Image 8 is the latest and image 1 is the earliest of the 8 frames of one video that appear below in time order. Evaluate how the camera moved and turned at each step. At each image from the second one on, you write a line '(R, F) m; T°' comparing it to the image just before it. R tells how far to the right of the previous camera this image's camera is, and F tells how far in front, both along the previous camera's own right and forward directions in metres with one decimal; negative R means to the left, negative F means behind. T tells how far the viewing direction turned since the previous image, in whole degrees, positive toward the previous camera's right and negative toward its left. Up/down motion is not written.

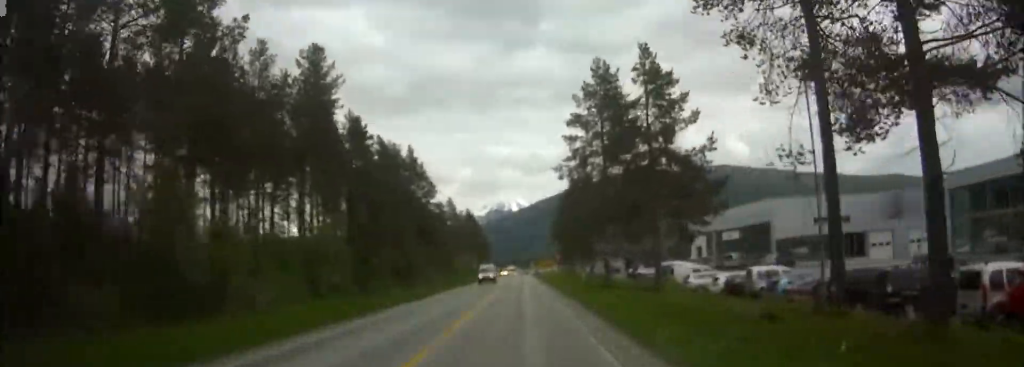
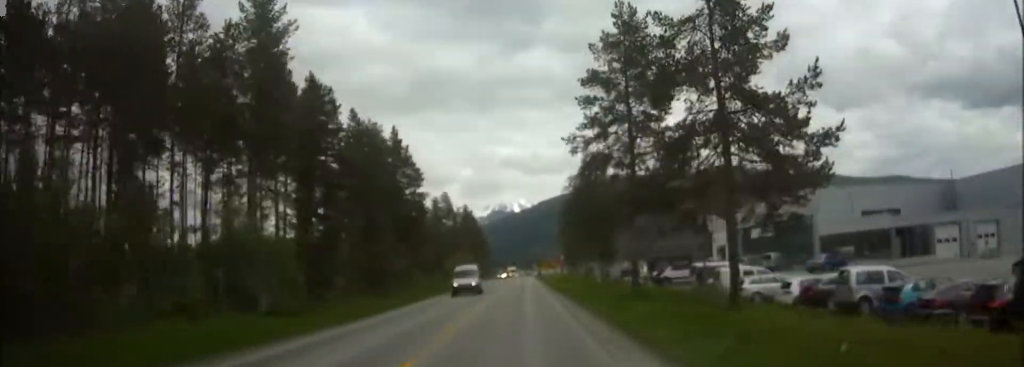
(0.0, +11.5) m; 0°
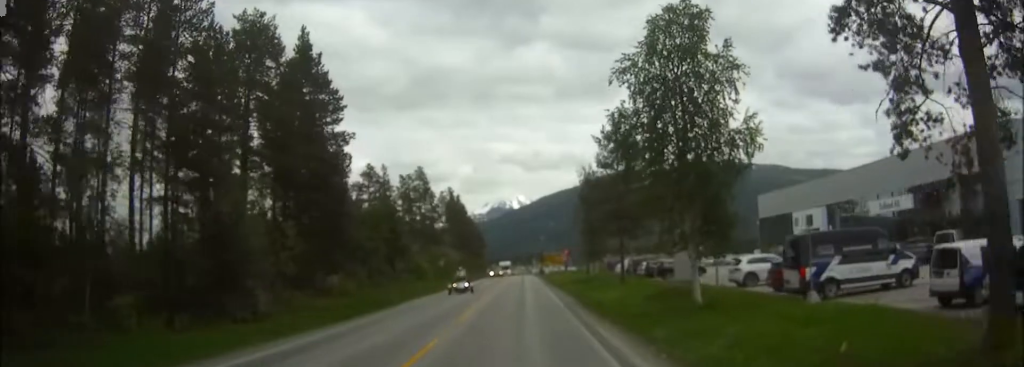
(-0.2, +32.0) m; 0°
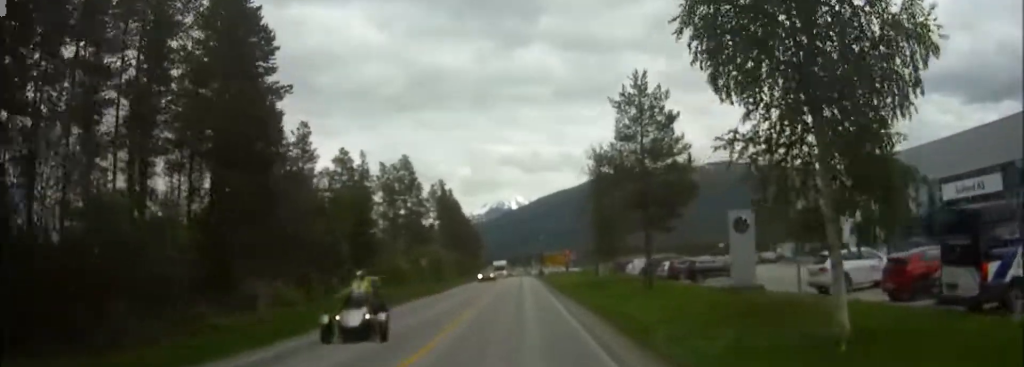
(+0.1, +11.5) m; 0°
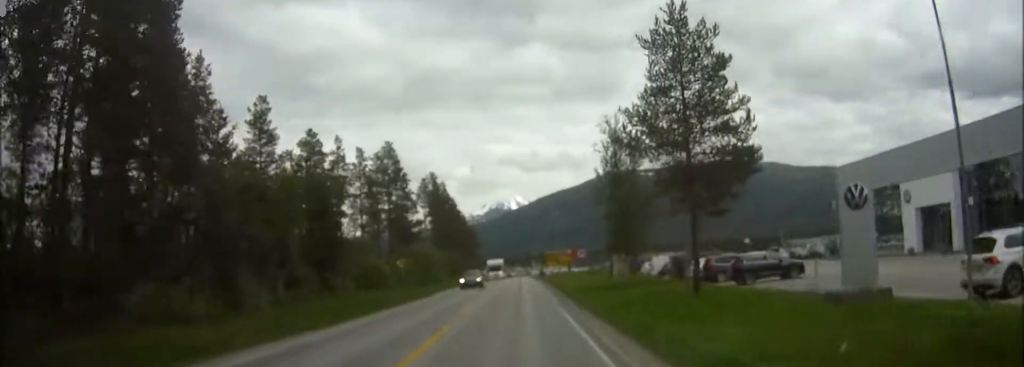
(0.0, +10.9) m; 0°
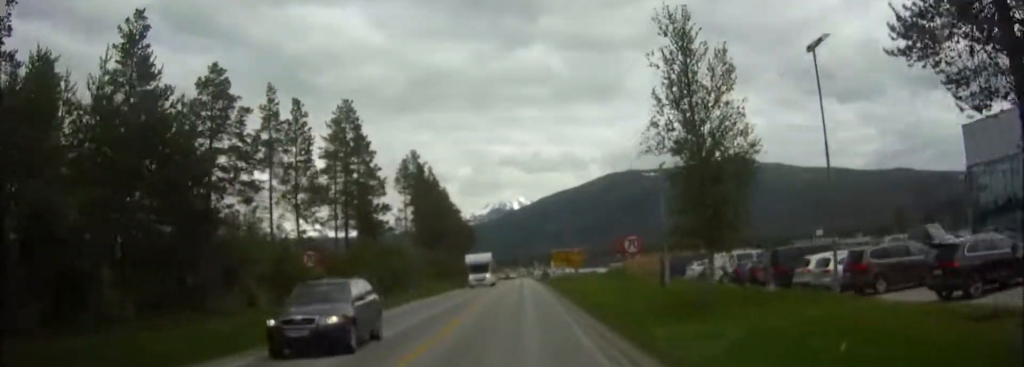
(-0.2, +20.6) m; 0°
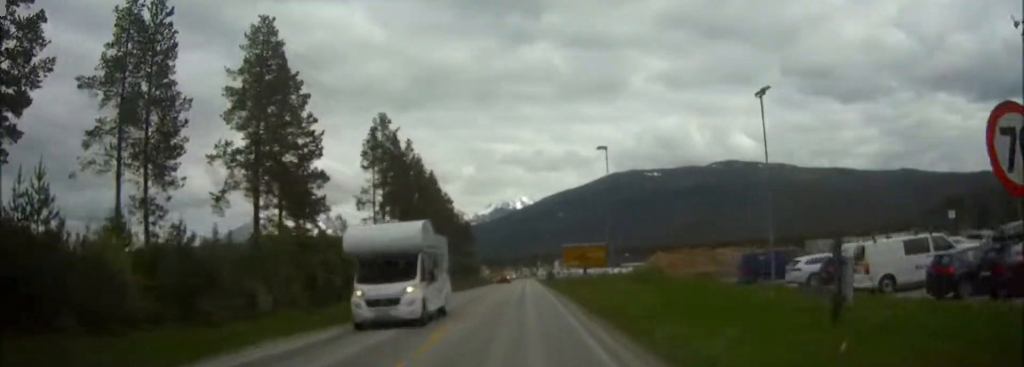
(+0.1, +21.3) m; 0°
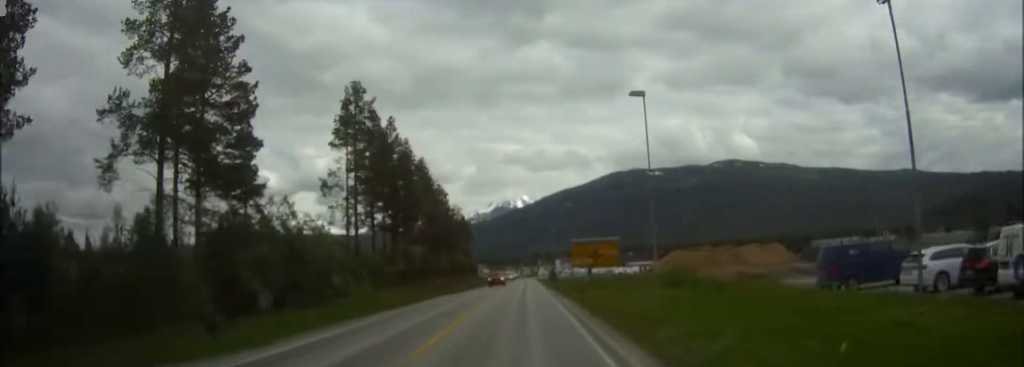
(0.0, +11.5) m; 0°
